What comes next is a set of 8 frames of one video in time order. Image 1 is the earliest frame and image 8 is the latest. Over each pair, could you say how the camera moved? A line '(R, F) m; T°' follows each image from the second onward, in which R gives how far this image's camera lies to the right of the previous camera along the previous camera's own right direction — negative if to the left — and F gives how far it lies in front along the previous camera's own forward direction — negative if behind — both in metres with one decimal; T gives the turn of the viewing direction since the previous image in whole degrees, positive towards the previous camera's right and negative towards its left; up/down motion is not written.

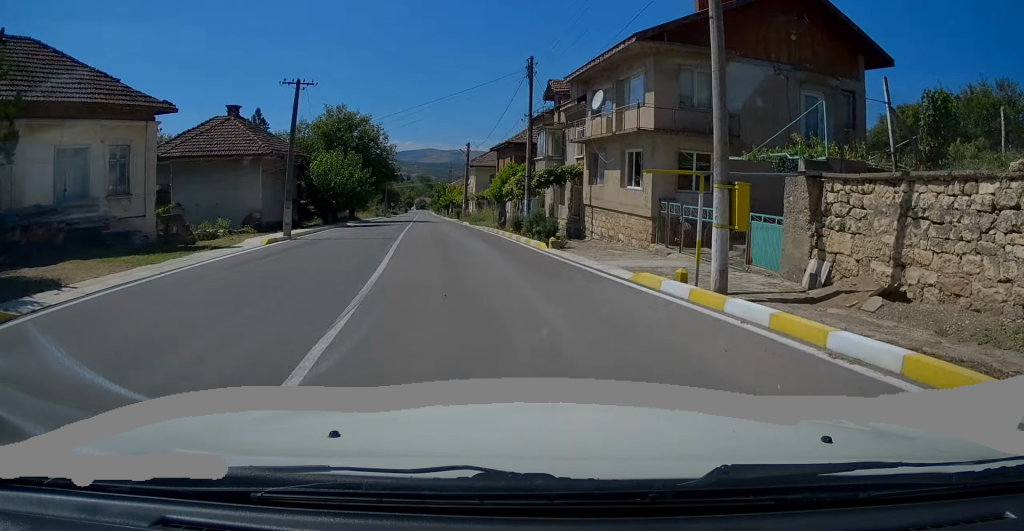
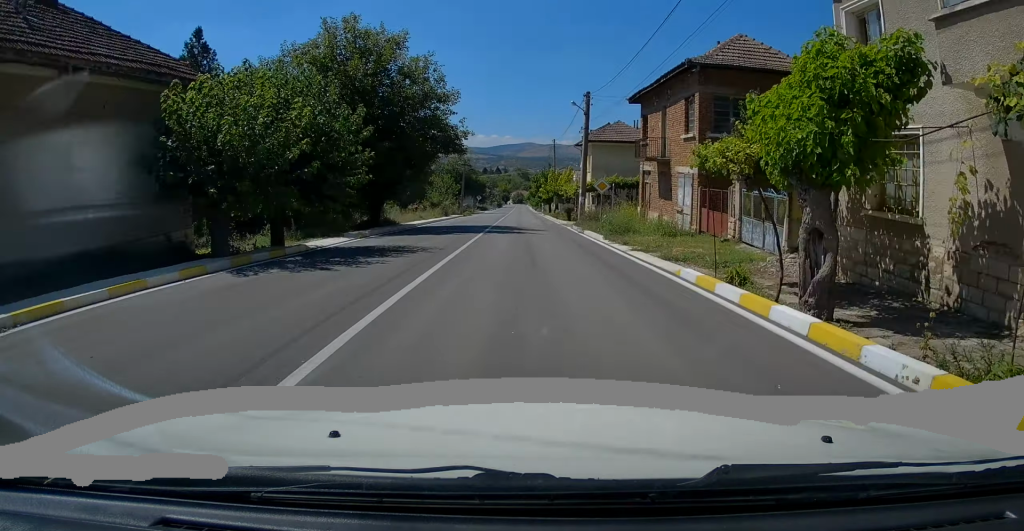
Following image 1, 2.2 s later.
(-4.1, +24.6) m; -13°
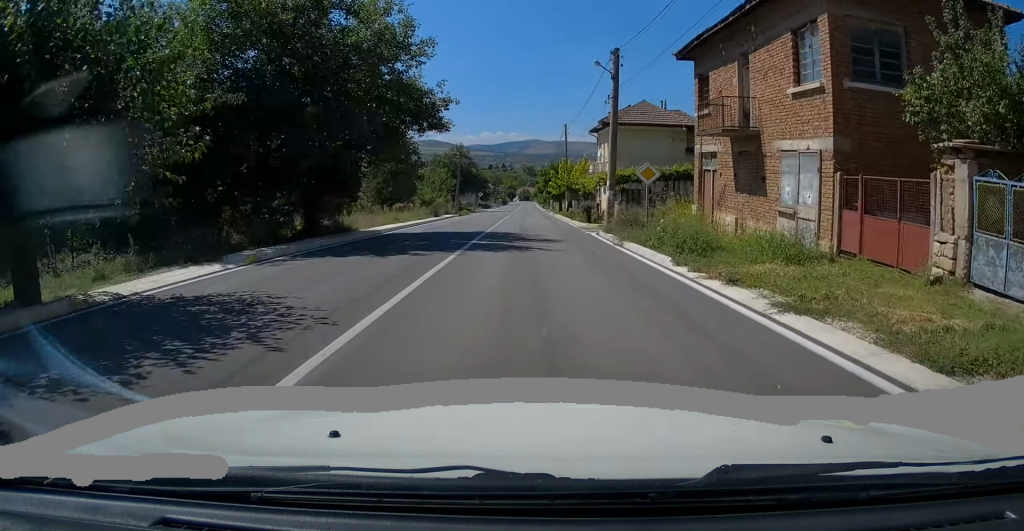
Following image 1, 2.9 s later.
(0.0, +9.4) m; 0°
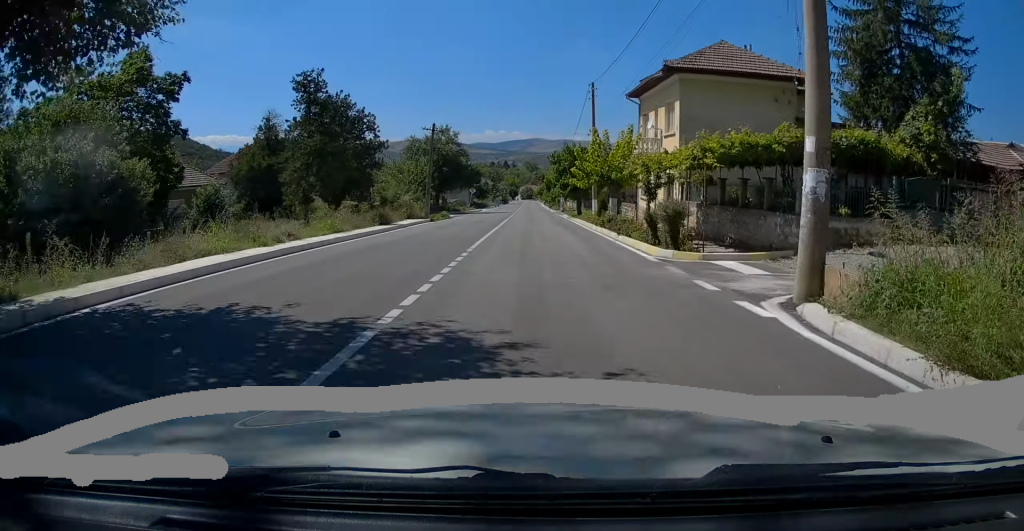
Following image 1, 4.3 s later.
(+0.2, +17.6) m; +1°
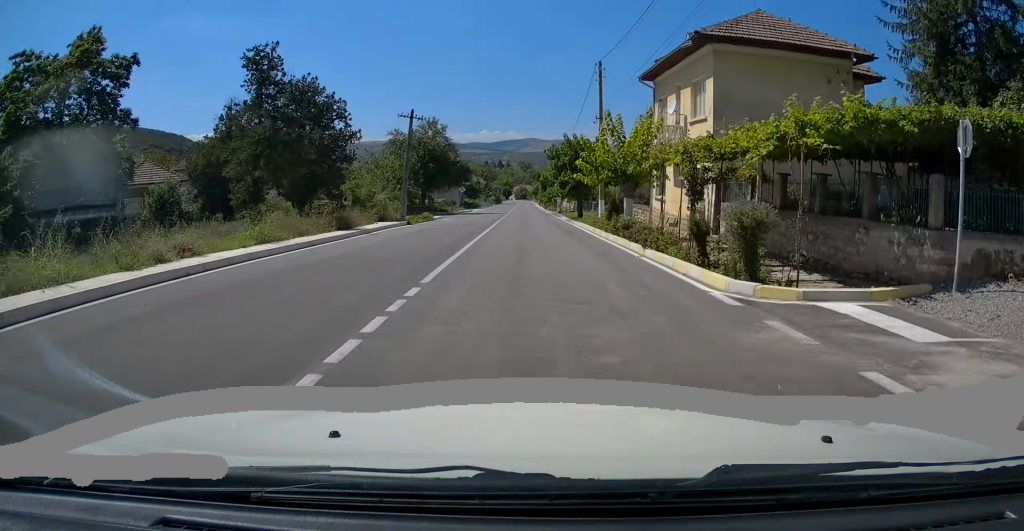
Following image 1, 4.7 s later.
(0.0, +5.3) m; 0°
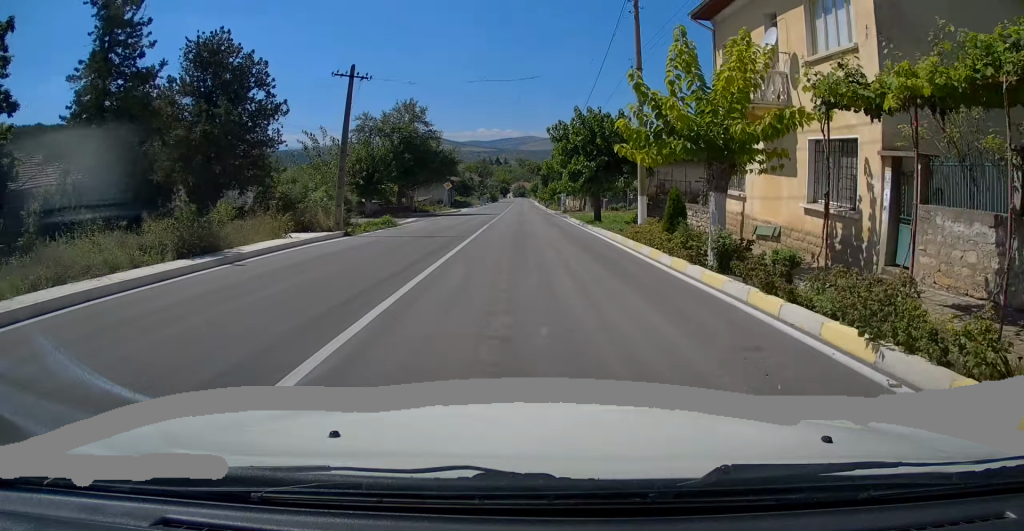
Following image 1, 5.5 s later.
(0.0, +10.3) m; 0°
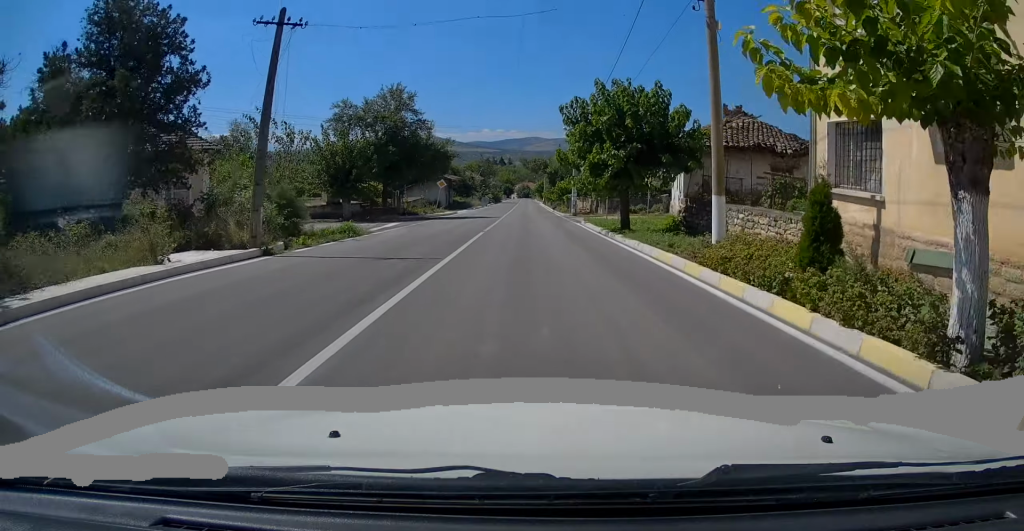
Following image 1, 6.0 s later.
(0.0, +6.7) m; -1°
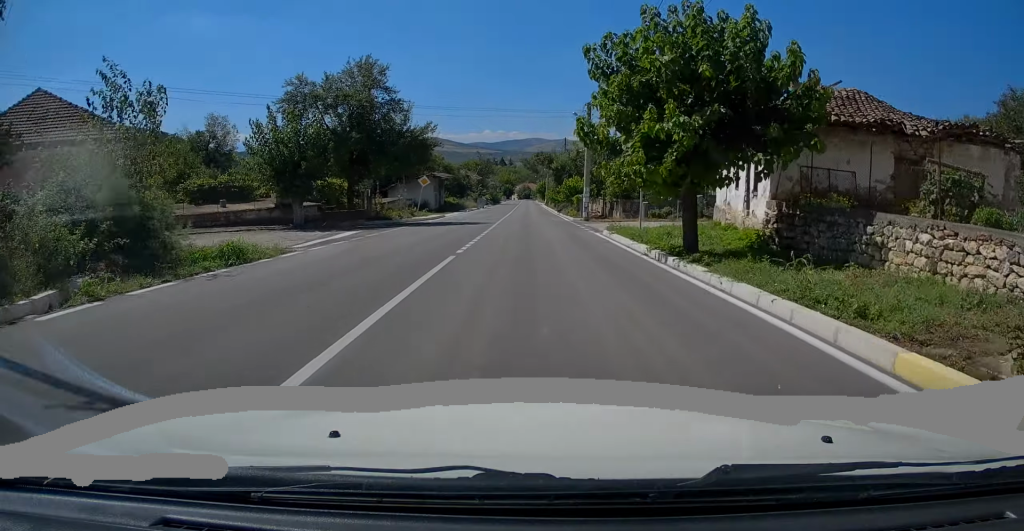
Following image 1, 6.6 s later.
(+0.1, +8.5) m; -1°
